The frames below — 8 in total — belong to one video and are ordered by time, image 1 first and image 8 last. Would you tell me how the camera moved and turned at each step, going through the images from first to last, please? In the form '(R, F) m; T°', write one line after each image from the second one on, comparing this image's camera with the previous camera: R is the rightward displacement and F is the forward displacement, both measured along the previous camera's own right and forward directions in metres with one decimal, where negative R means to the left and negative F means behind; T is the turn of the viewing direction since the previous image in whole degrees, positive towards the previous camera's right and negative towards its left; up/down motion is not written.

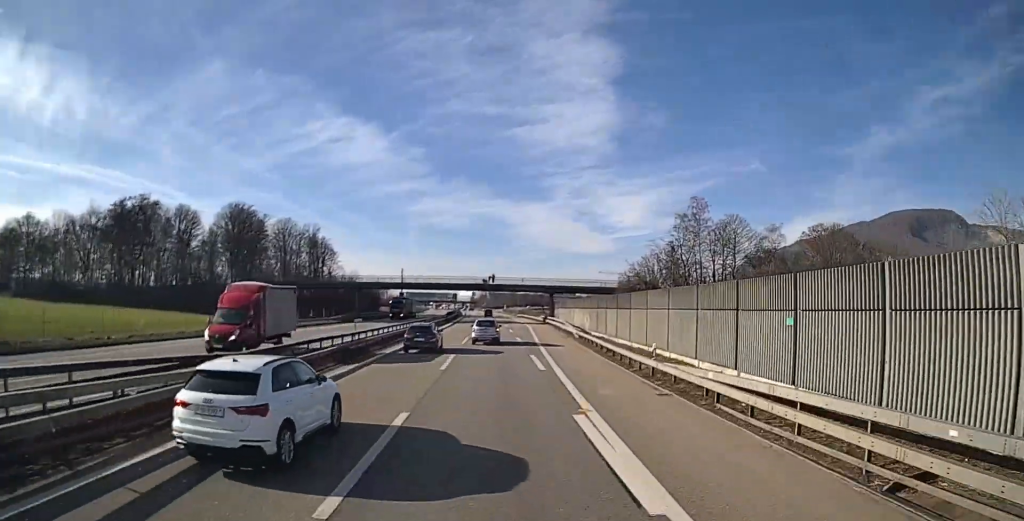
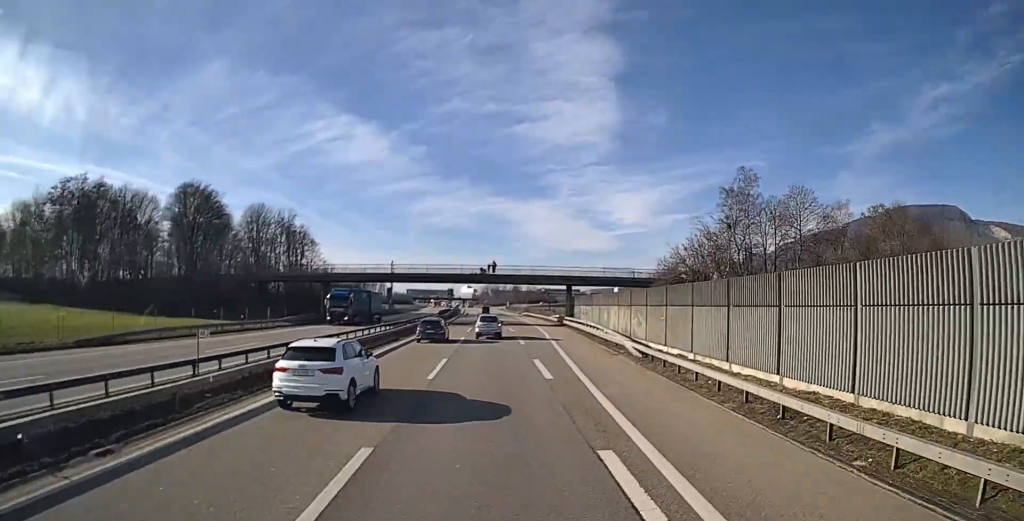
(0.0, +18.3) m; 0°
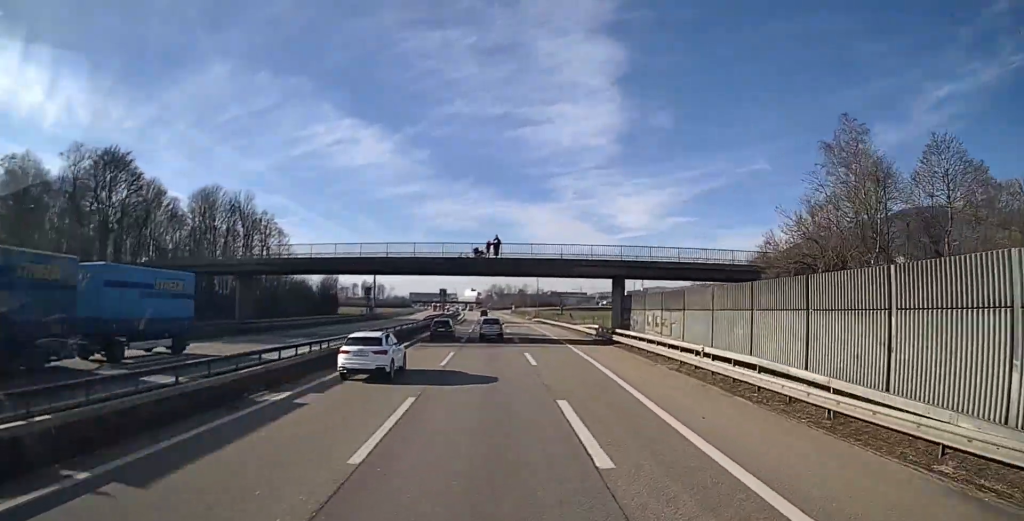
(0.0, +24.5) m; 0°
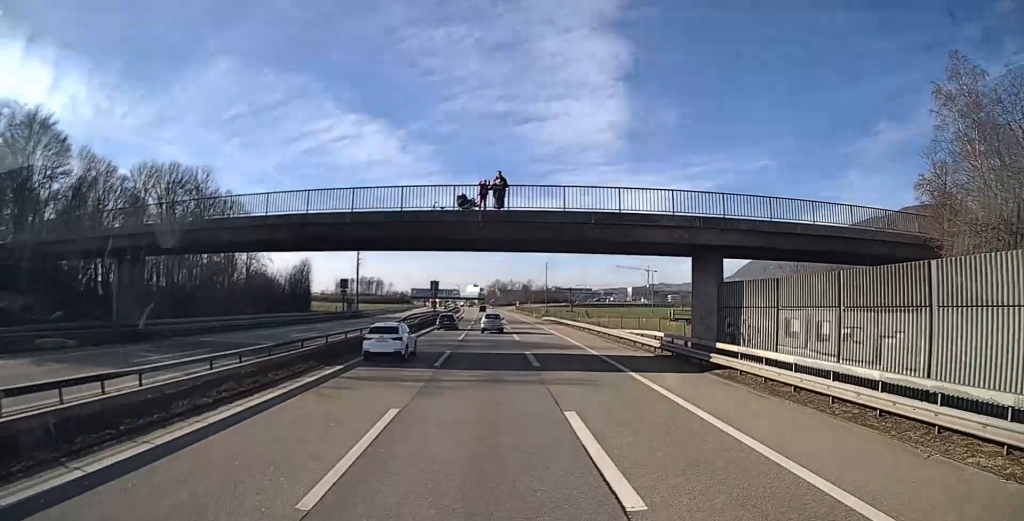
(0.0, +16.9) m; -1°
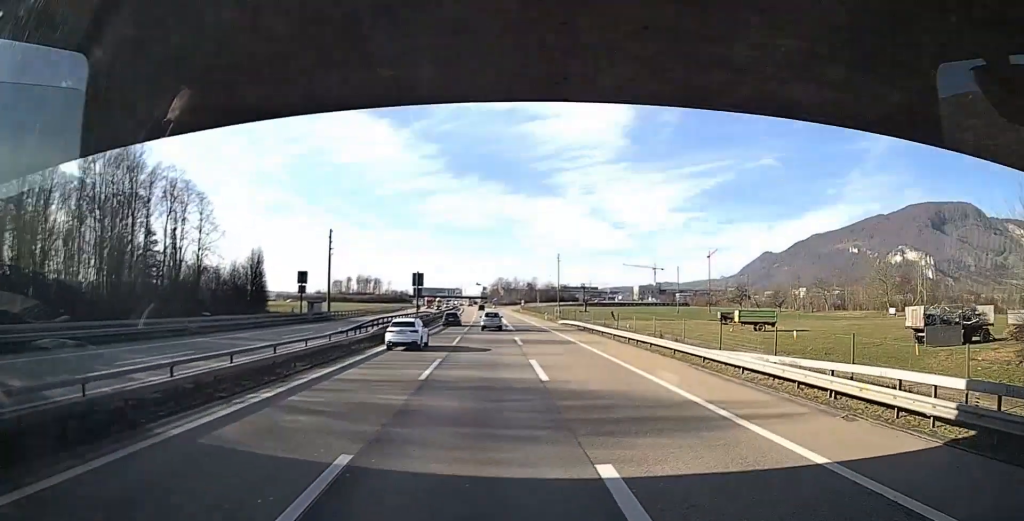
(-0.2, +19.2) m; -1°
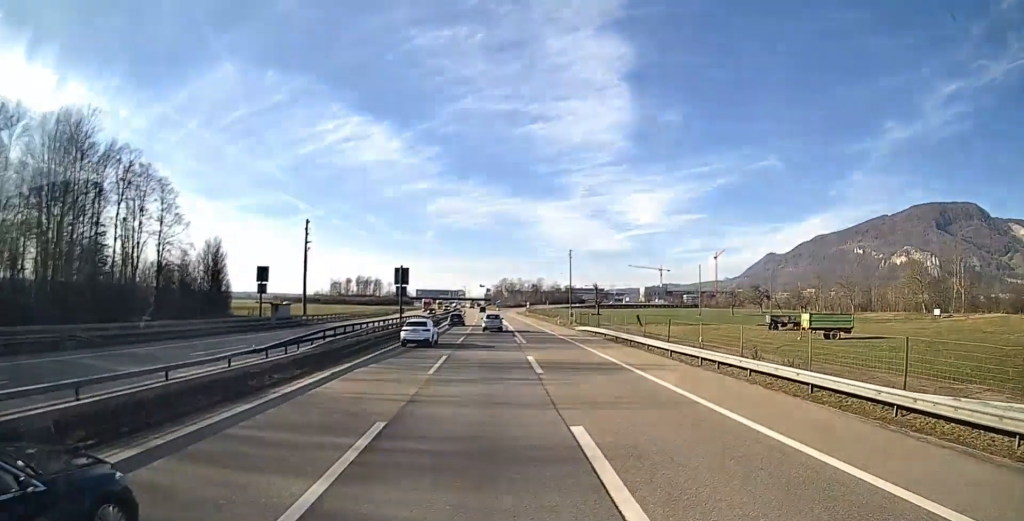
(-0.2, +12.3) m; -1°
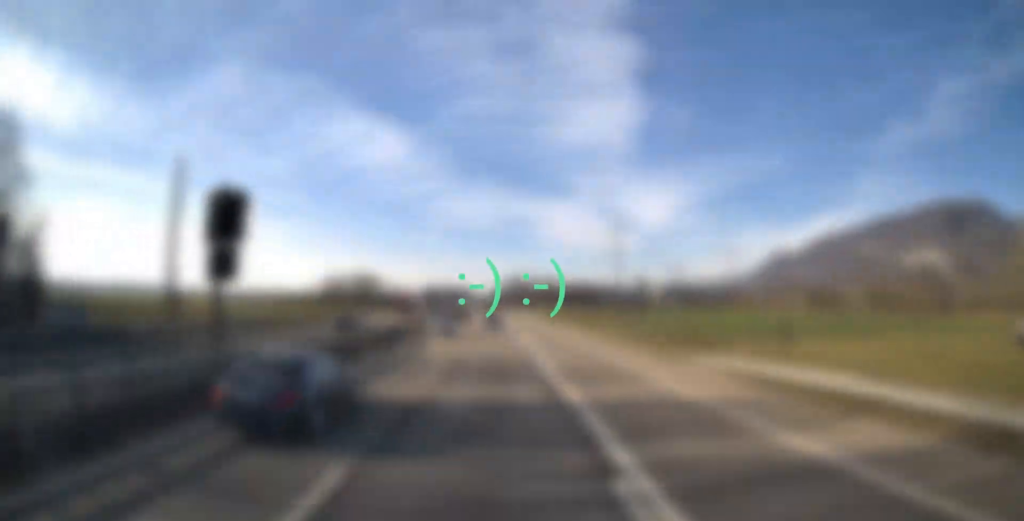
(0.0, +33.2) m; 0°
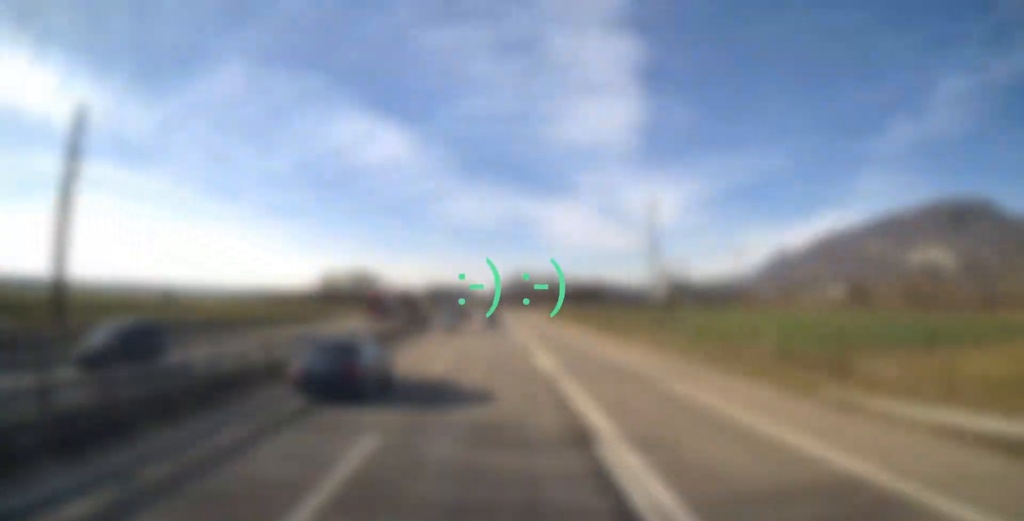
(0.0, +13.1) m; 0°
